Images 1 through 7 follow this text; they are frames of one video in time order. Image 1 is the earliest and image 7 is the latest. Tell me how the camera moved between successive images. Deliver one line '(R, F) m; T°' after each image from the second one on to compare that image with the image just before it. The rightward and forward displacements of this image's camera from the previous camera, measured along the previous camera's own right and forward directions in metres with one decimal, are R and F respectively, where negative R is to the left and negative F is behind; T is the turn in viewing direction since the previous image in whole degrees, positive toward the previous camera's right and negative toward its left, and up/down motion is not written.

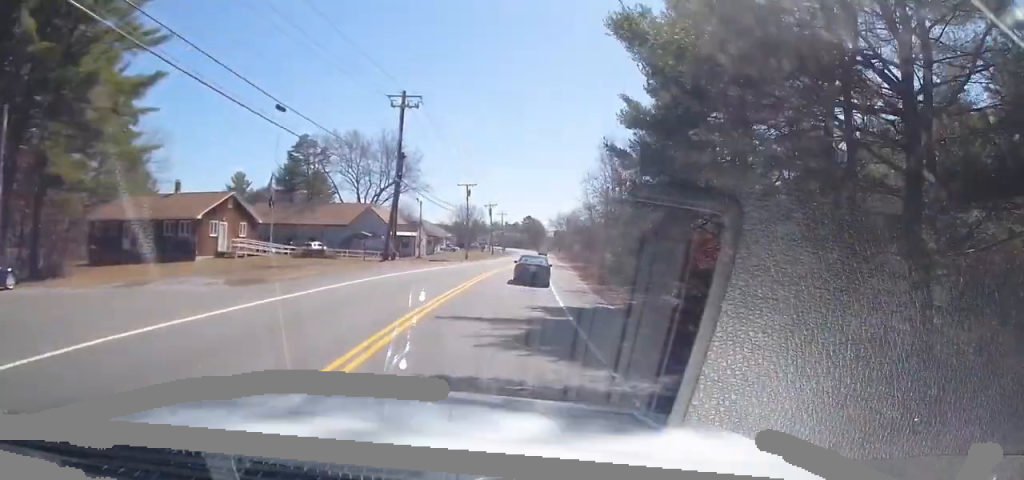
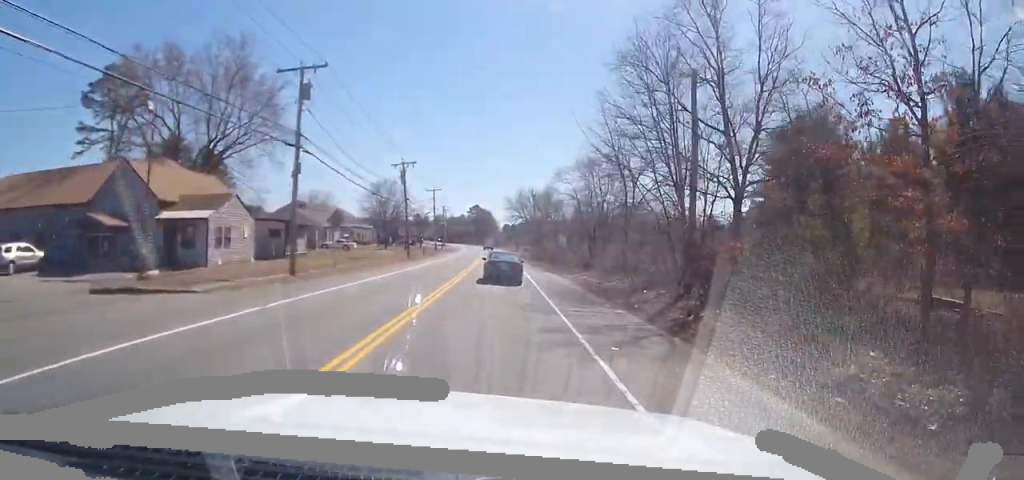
(+0.3, +45.3) m; 0°
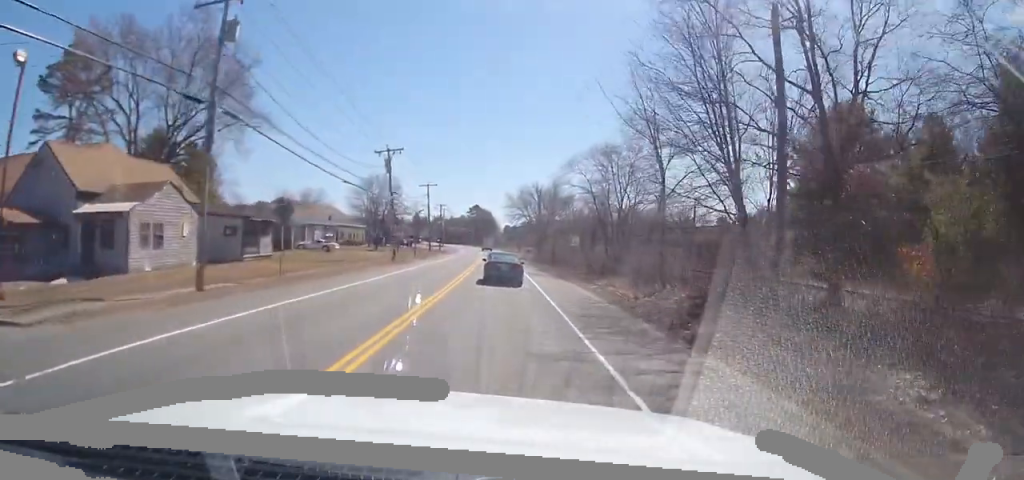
(0.0, +8.0) m; 0°
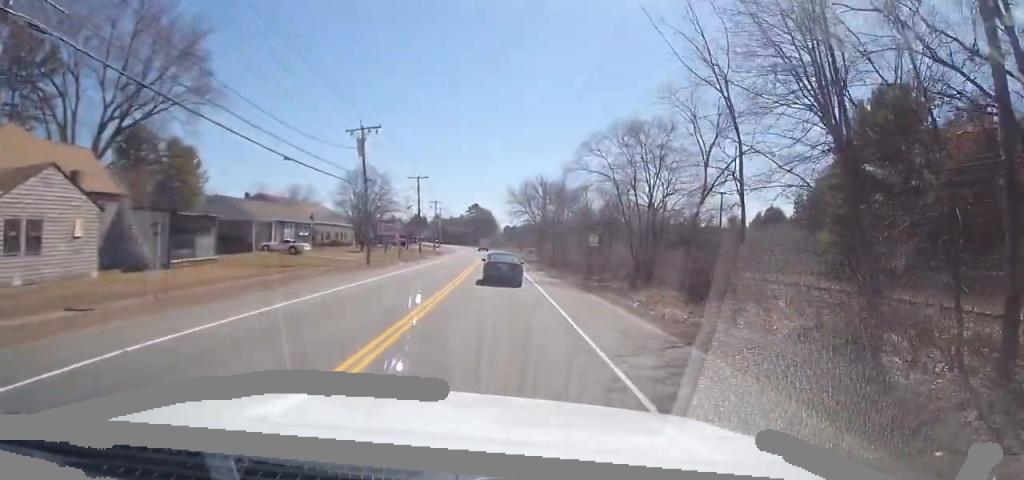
(0.0, +9.0) m; 0°
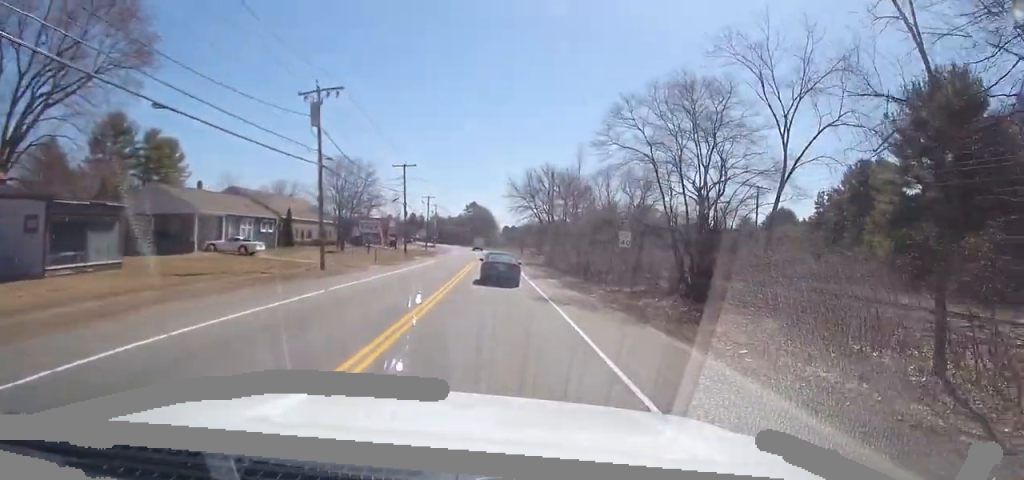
(0.0, +9.5) m; 0°
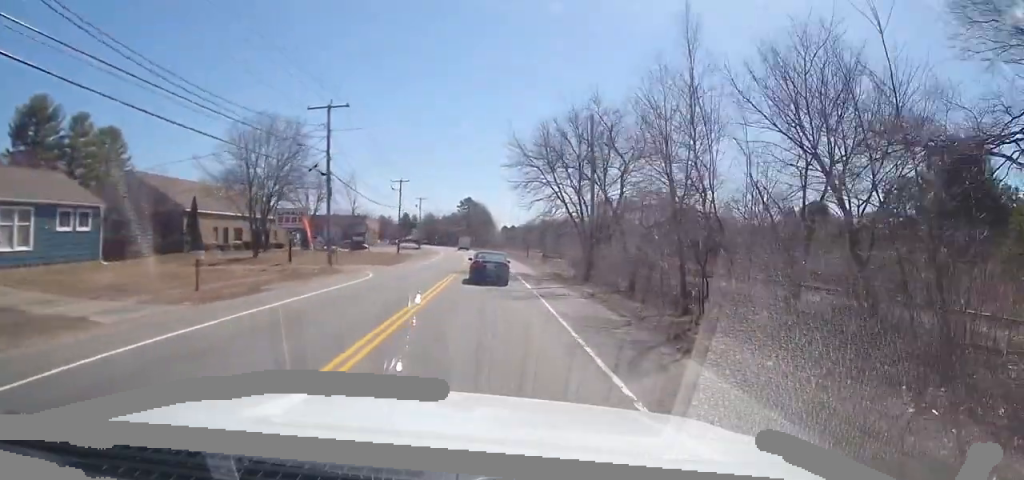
(0.0, +25.2) m; 0°
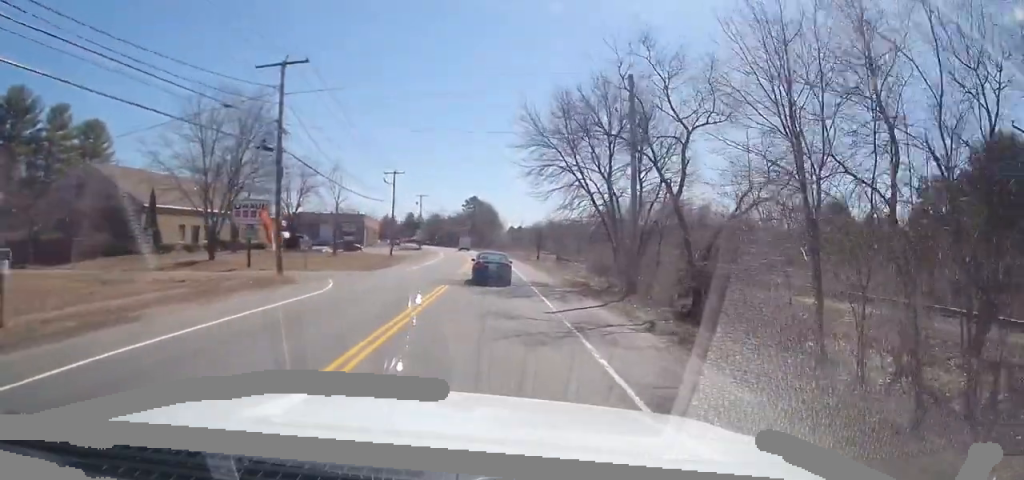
(0.0, +8.3) m; -1°
